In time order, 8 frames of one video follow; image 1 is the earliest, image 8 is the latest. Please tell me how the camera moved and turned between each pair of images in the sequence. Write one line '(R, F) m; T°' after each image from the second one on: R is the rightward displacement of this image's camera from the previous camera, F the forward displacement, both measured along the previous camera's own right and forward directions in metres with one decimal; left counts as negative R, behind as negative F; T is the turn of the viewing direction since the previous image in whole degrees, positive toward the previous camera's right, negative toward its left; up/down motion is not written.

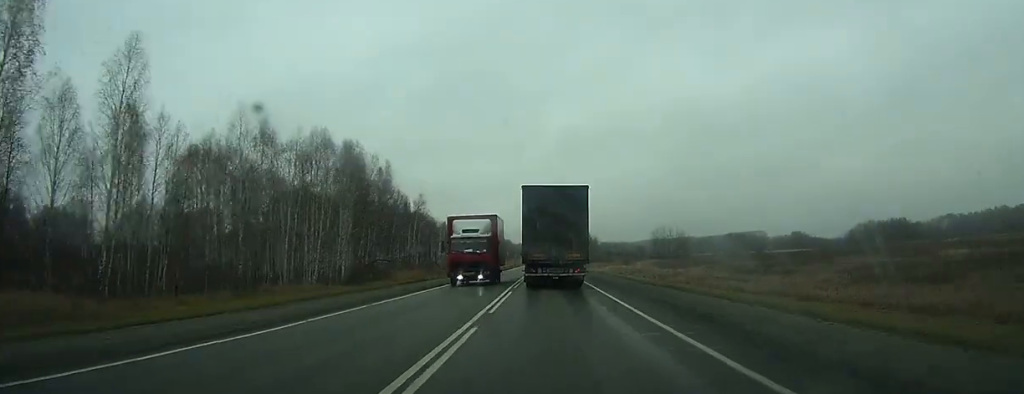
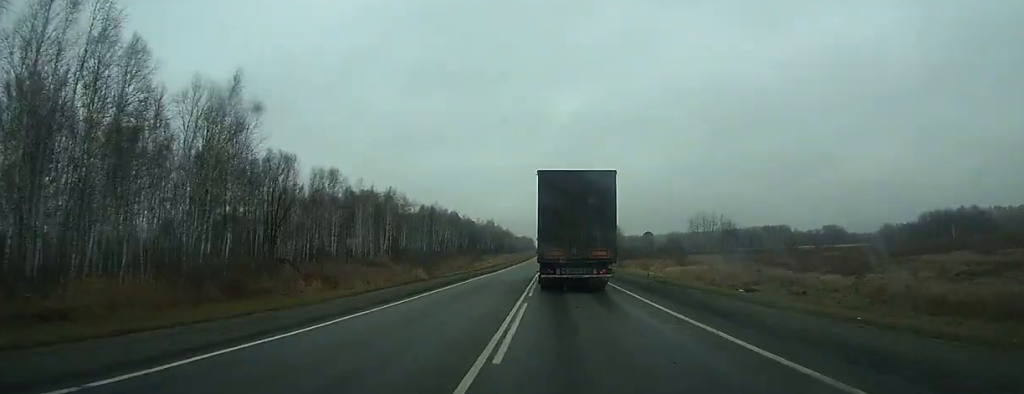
(+0.1, +67.7) m; 0°
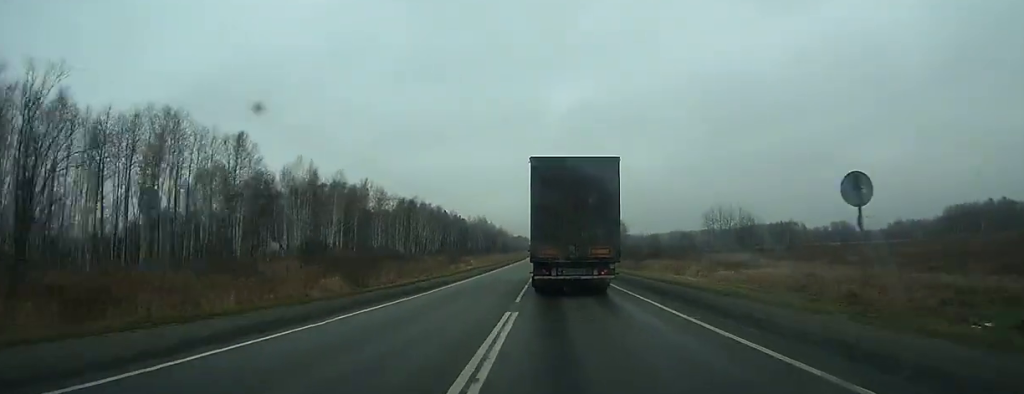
(-0.2, +26.3) m; 0°
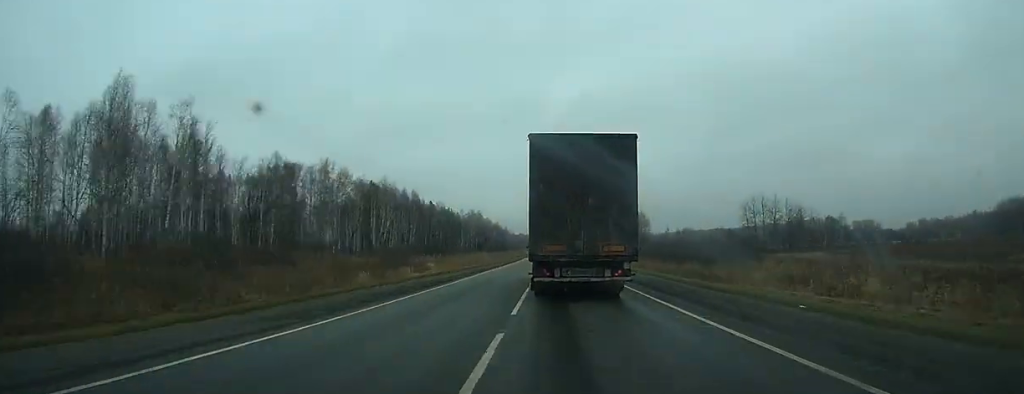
(-0.2, +39.1) m; 0°
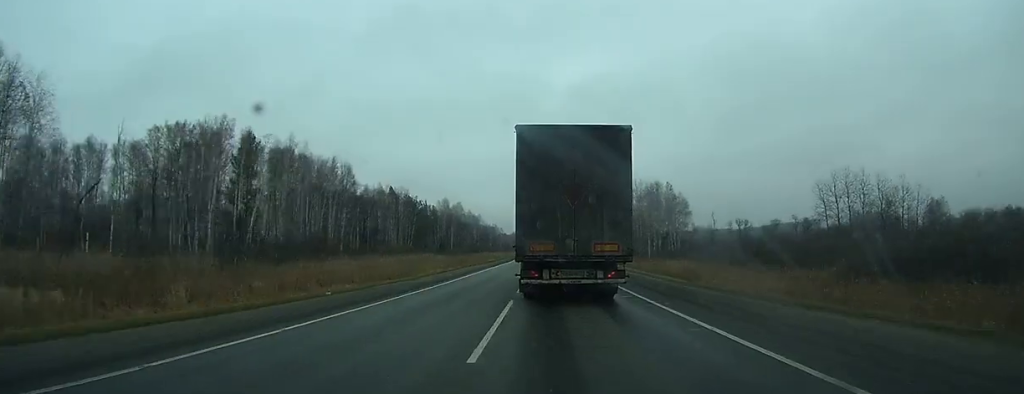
(+0.2, +54.8) m; 0°
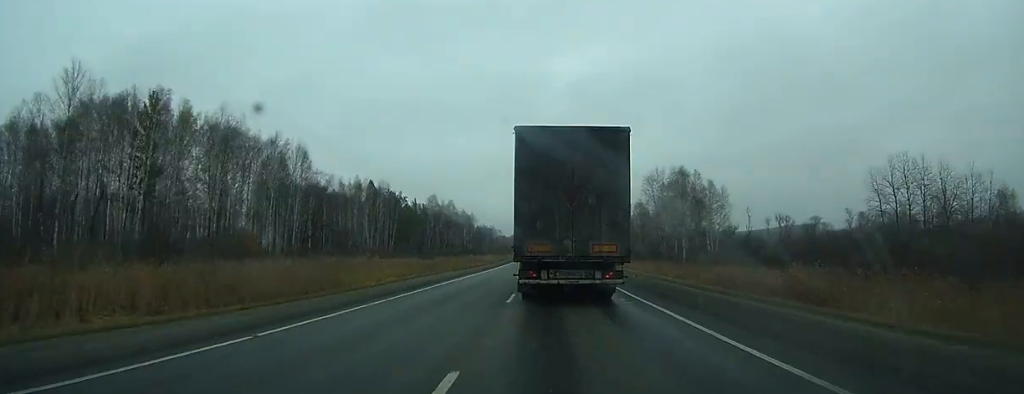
(0.0, +22.2) m; 0°
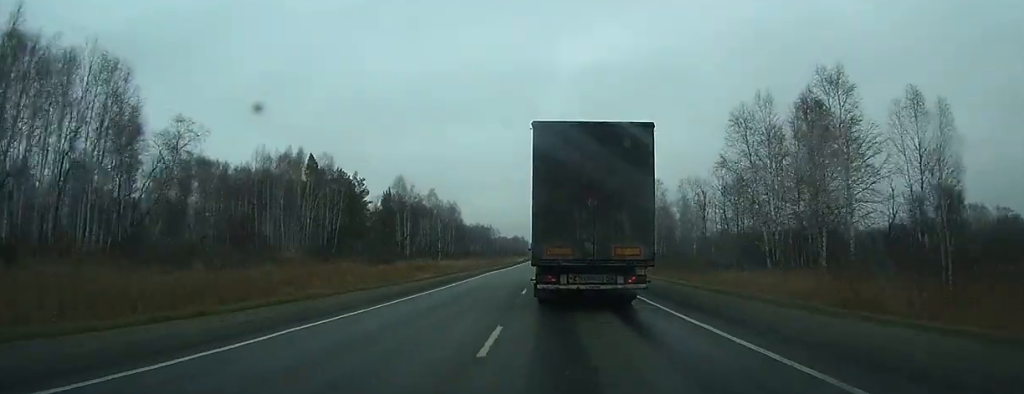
(0.0, +43.9) m; 0°
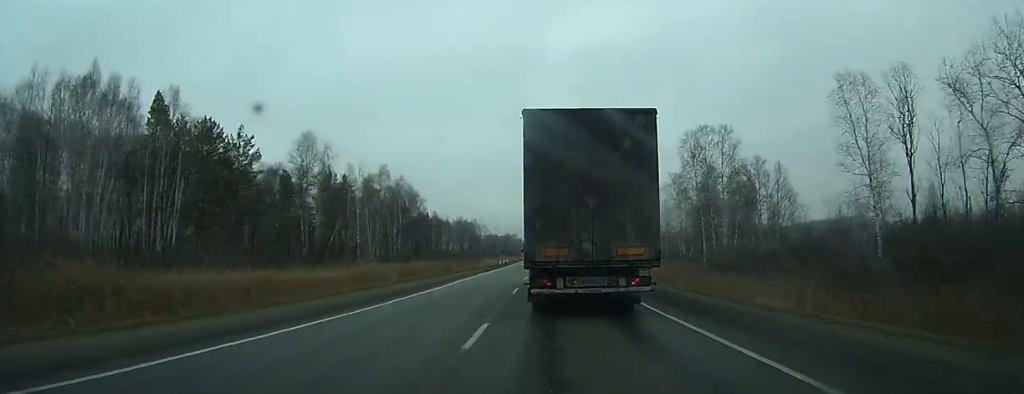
(+0.1, +46.2) m; 0°
